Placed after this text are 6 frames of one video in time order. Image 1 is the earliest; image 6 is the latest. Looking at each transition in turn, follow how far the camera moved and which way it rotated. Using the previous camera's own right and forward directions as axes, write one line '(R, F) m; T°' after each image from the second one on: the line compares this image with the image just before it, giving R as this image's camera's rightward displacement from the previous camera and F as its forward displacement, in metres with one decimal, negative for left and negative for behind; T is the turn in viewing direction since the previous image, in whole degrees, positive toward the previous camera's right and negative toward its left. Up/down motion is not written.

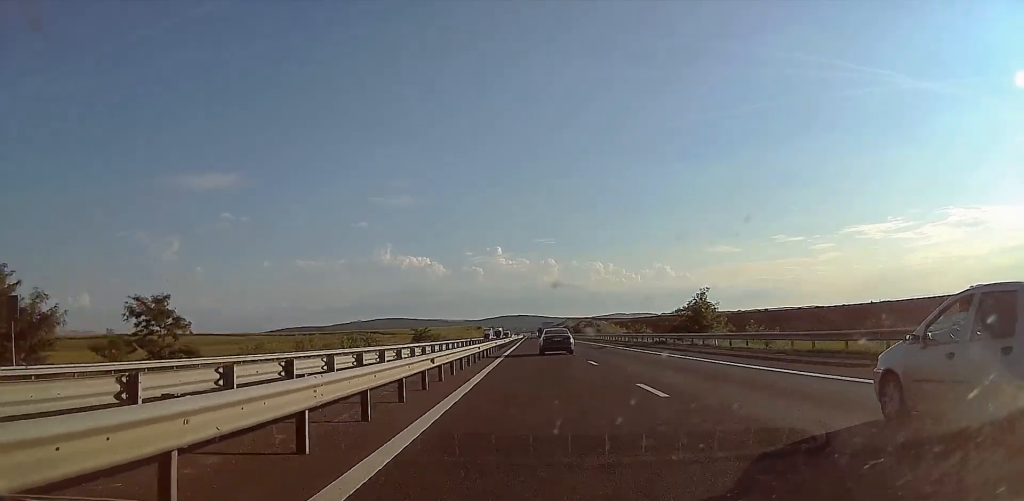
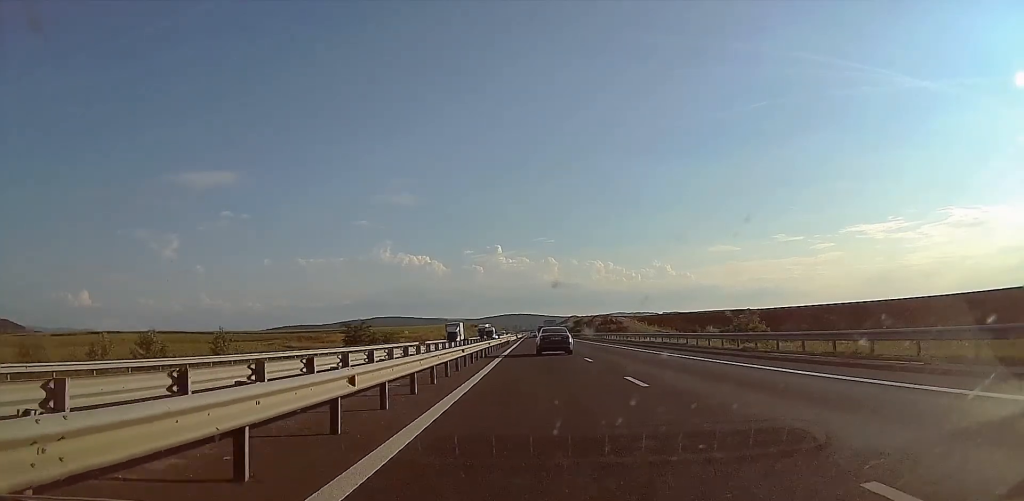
(+0.6, +46.3) m; 0°
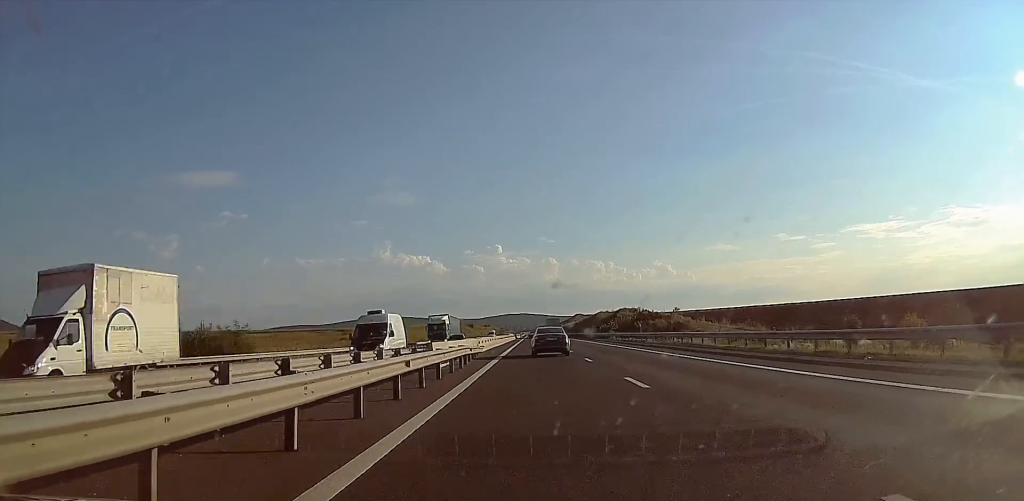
(-1.0, +49.2) m; -2°
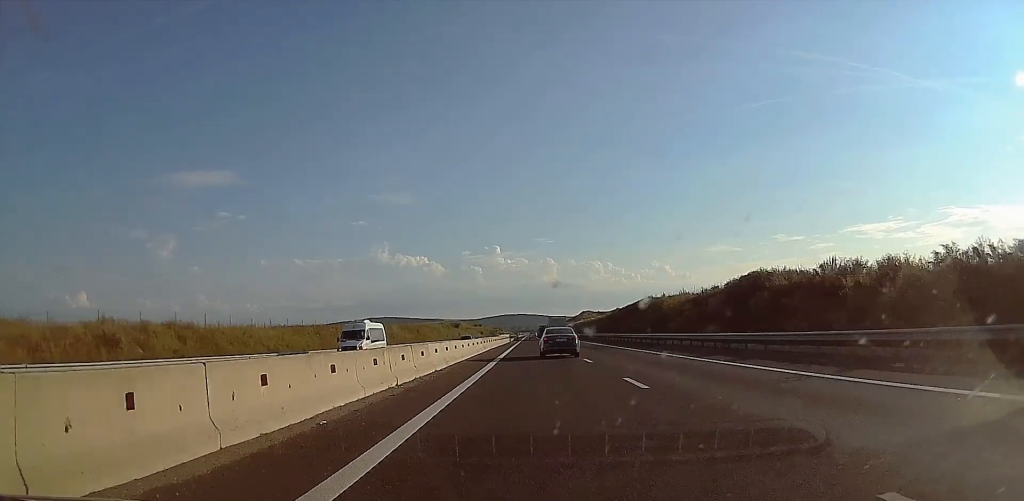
(+2.1, +86.2) m; +1°
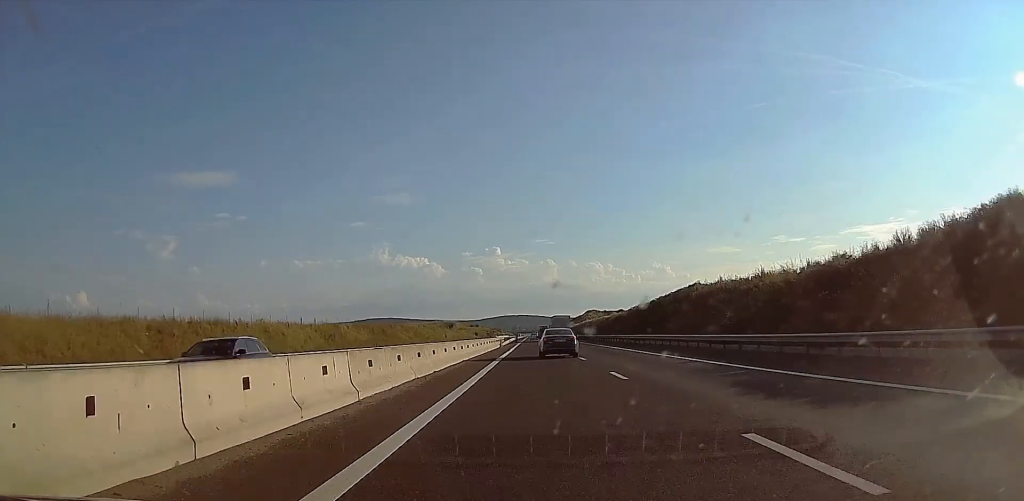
(-0.5, +34.3) m; -1°
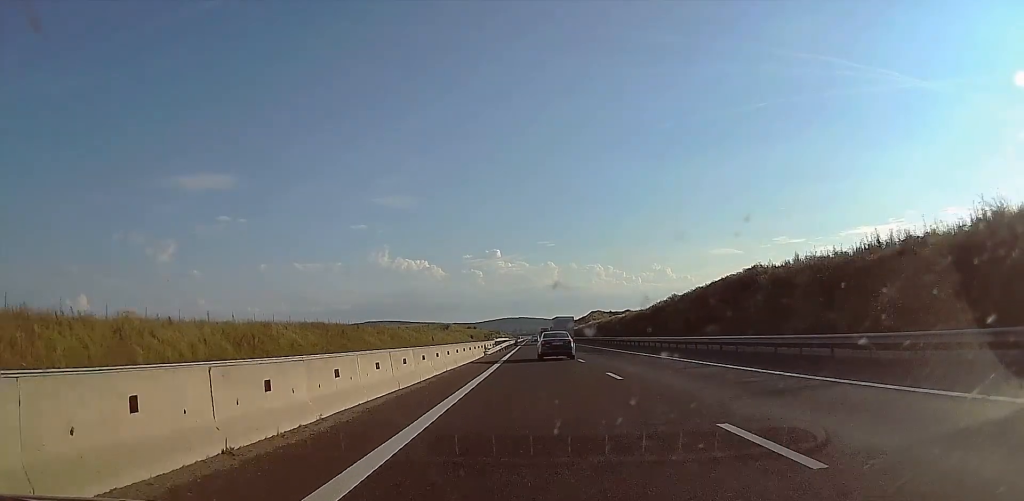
(-0.1, +23.9) m; 0°
